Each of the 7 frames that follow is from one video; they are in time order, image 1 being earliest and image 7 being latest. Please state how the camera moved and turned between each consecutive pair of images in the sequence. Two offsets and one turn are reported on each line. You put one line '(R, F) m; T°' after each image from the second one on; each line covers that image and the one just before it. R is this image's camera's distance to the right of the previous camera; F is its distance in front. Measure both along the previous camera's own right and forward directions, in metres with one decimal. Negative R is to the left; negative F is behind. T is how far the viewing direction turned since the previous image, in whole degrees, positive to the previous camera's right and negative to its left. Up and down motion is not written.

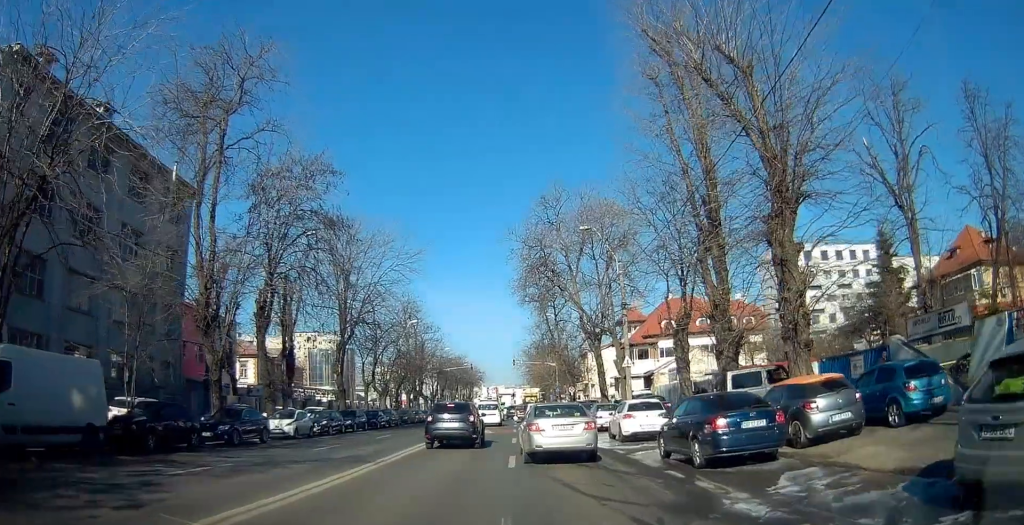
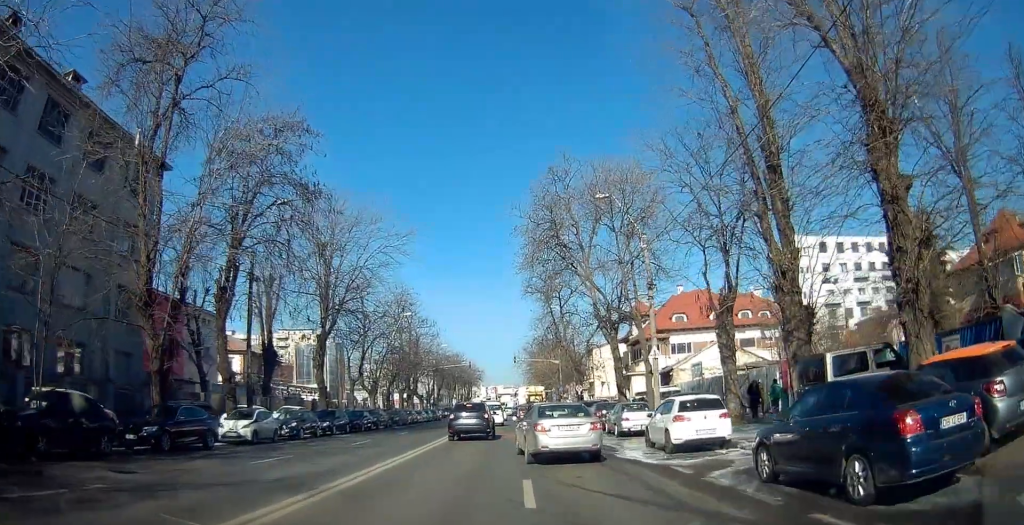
(-0.2, +4.7) m; 0°
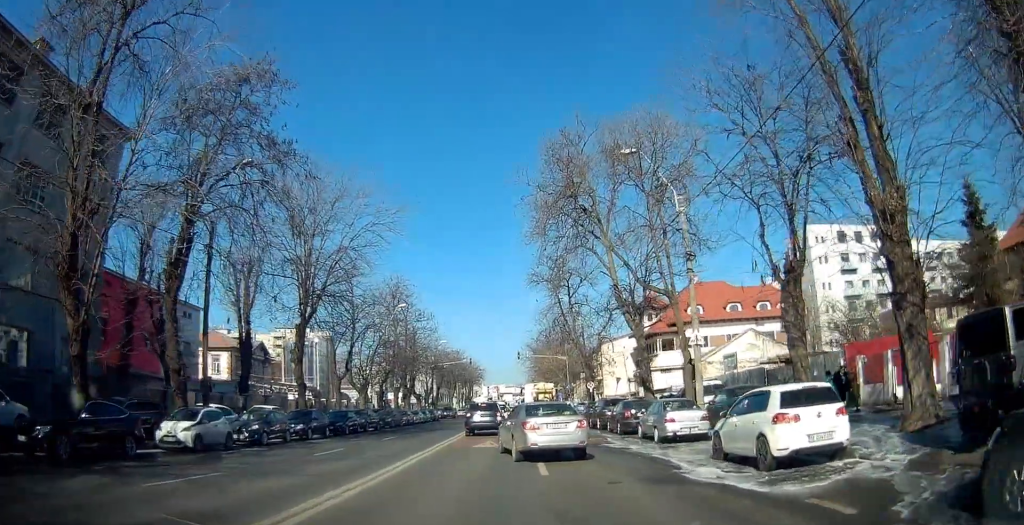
(+0.2, +5.3) m; +1°
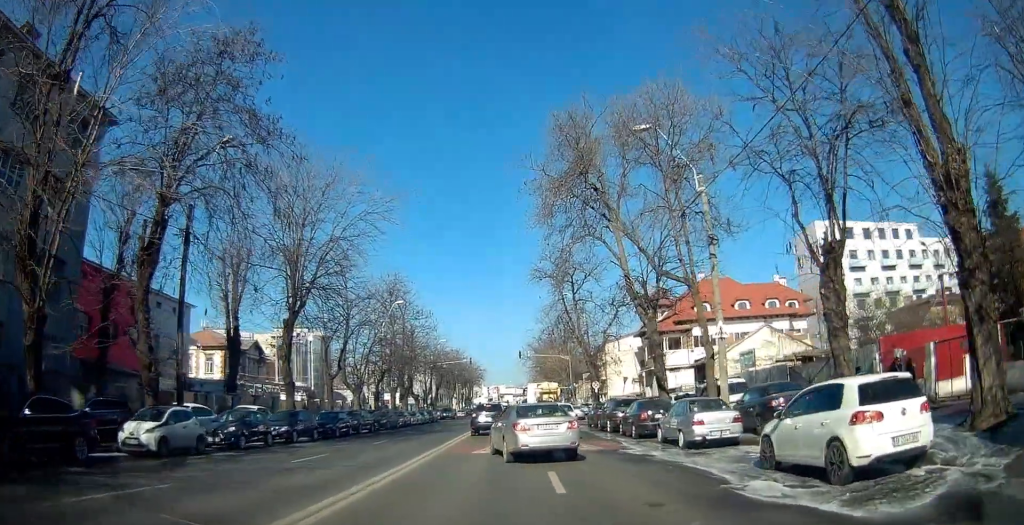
(-0.1, +2.5) m; 0°
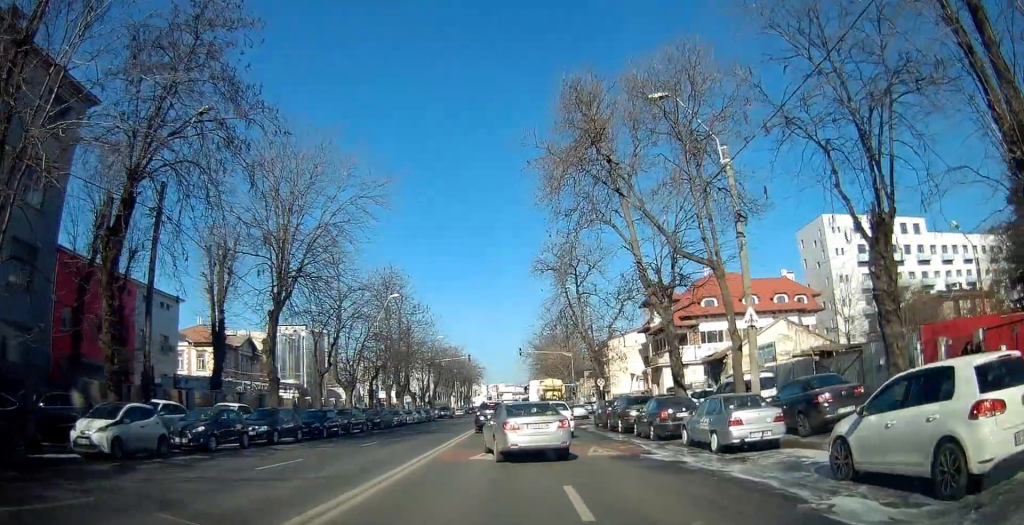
(0.0, +2.6) m; 0°
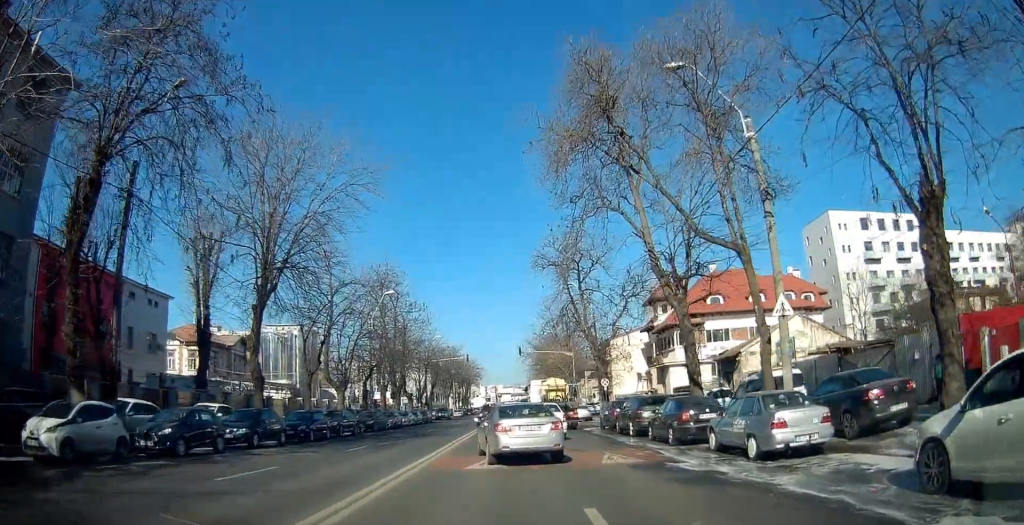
(0.0, +2.3) m; +1°
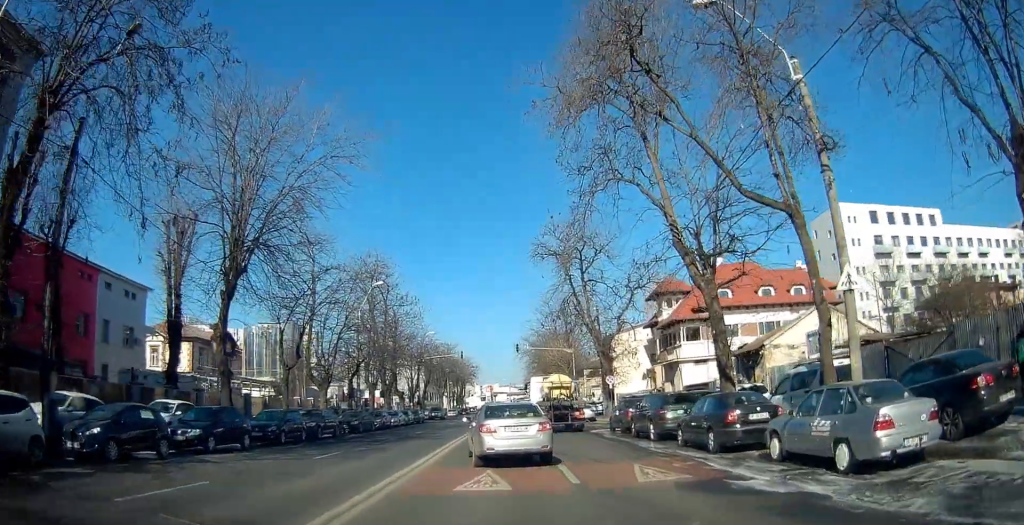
(+0.1, +3.8) m; +1°
